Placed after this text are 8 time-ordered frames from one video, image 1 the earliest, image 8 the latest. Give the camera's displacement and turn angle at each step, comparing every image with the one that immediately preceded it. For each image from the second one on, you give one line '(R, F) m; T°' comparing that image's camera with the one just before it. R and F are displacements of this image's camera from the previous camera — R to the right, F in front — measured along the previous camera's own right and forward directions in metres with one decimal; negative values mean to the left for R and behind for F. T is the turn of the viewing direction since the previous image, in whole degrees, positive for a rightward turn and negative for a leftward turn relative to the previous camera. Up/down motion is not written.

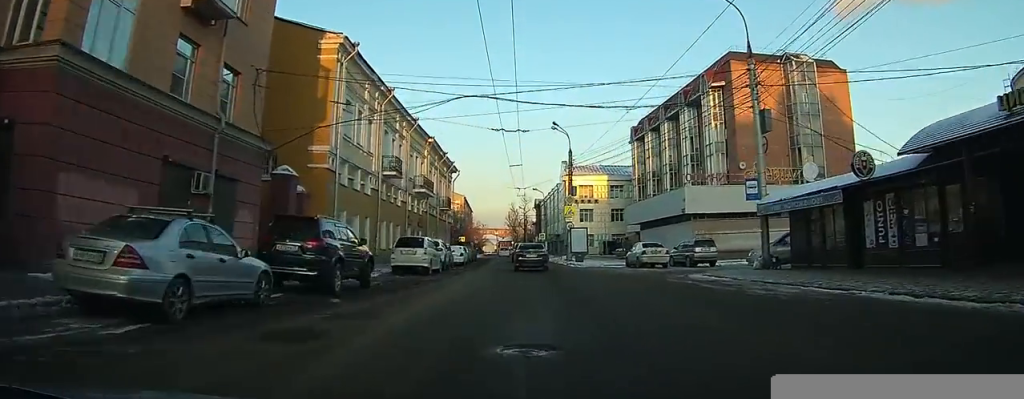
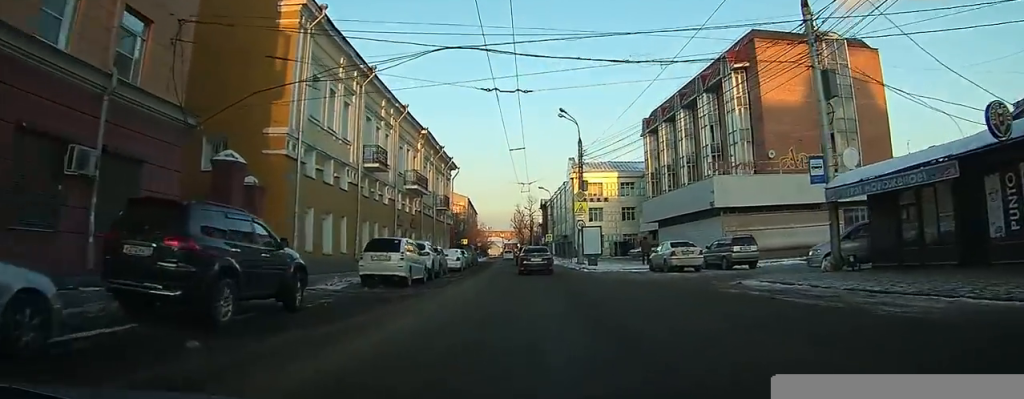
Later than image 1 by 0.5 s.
(0.0, +4.9) m; 0°
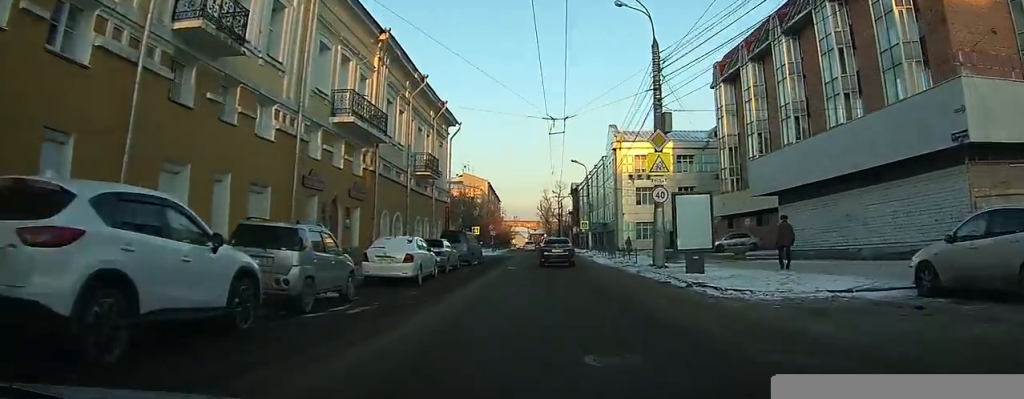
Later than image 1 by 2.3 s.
(-0.3, +19.1) m; -2°
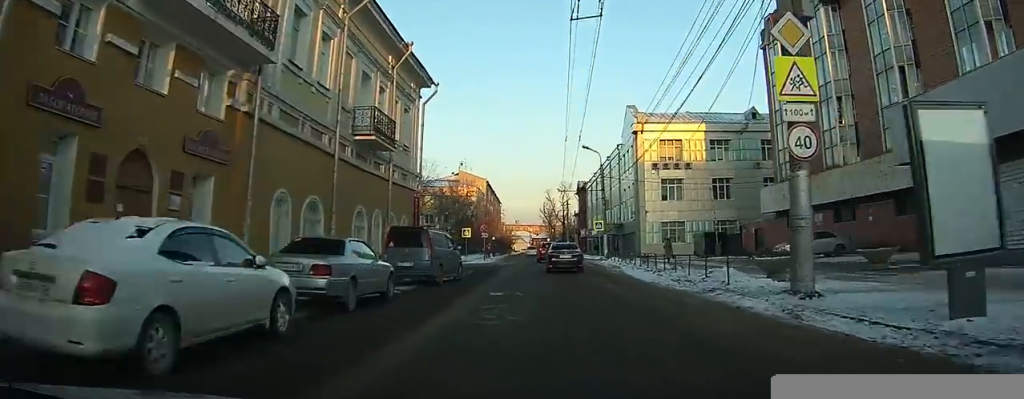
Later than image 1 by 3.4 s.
(-0.2, +12.5) m; -2°
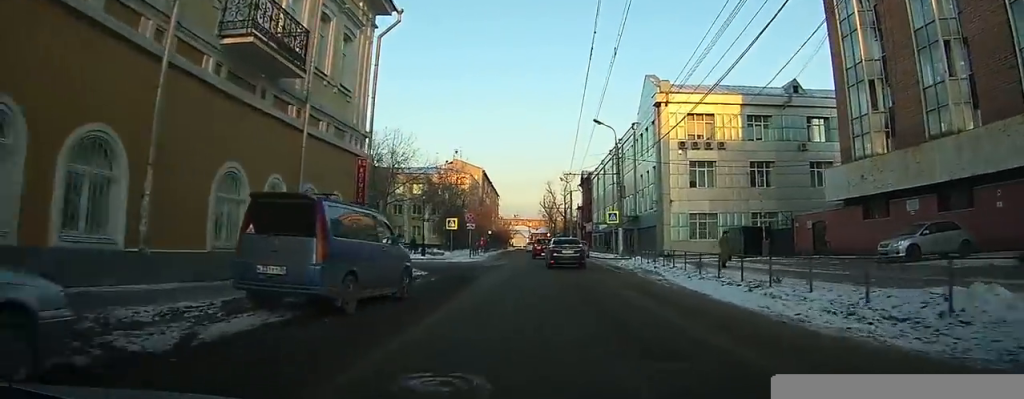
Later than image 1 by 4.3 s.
(-0.2, +10.5) m; -1°
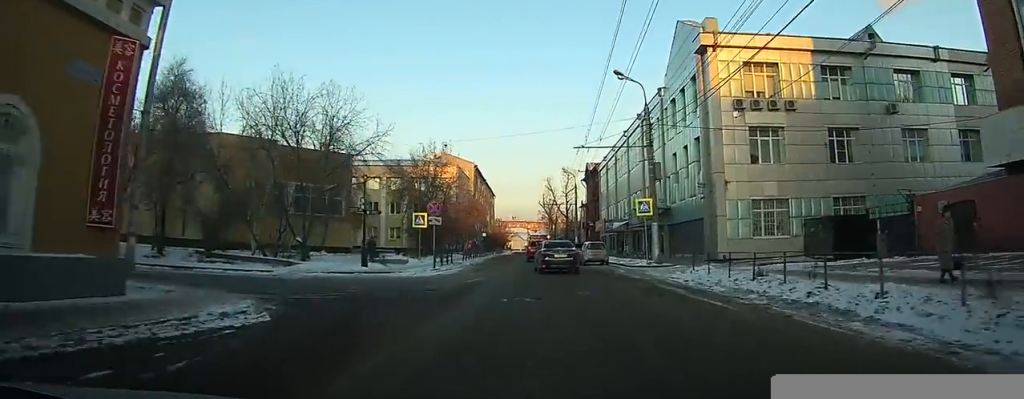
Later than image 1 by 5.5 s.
(-0.1, +14.1) m; 0°
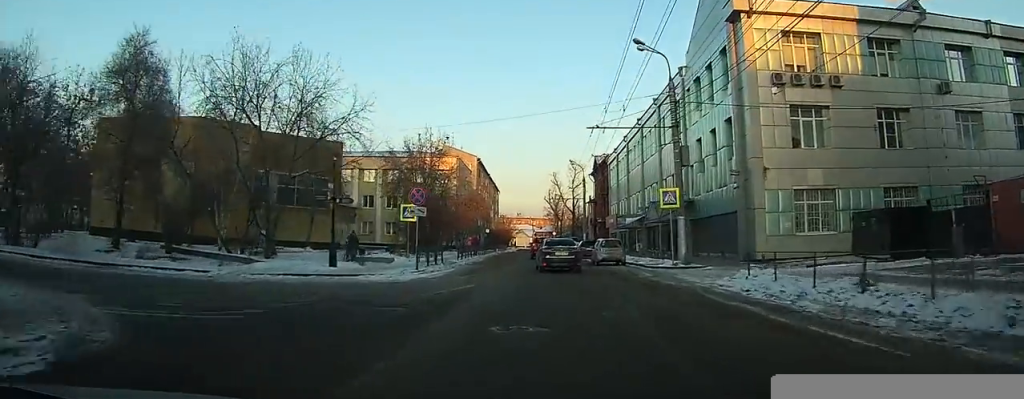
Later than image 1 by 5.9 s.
(0.0, +5.1) m; 0°
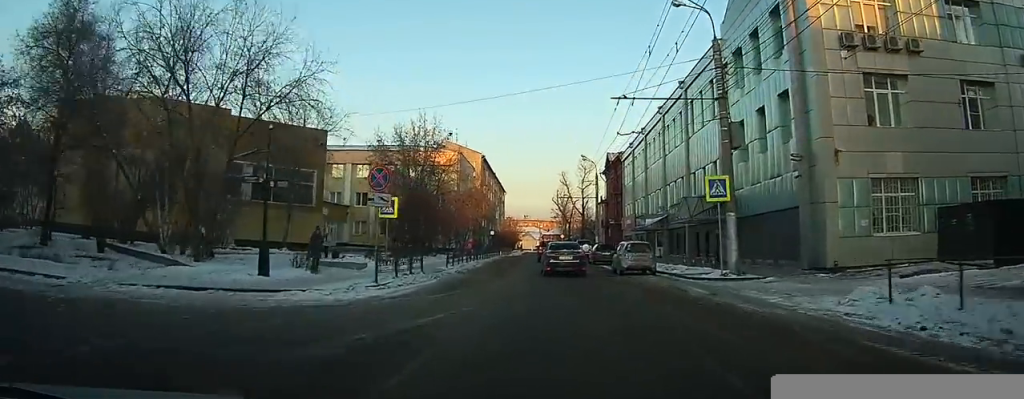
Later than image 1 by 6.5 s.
(0.0, +6.6) m; 0°
